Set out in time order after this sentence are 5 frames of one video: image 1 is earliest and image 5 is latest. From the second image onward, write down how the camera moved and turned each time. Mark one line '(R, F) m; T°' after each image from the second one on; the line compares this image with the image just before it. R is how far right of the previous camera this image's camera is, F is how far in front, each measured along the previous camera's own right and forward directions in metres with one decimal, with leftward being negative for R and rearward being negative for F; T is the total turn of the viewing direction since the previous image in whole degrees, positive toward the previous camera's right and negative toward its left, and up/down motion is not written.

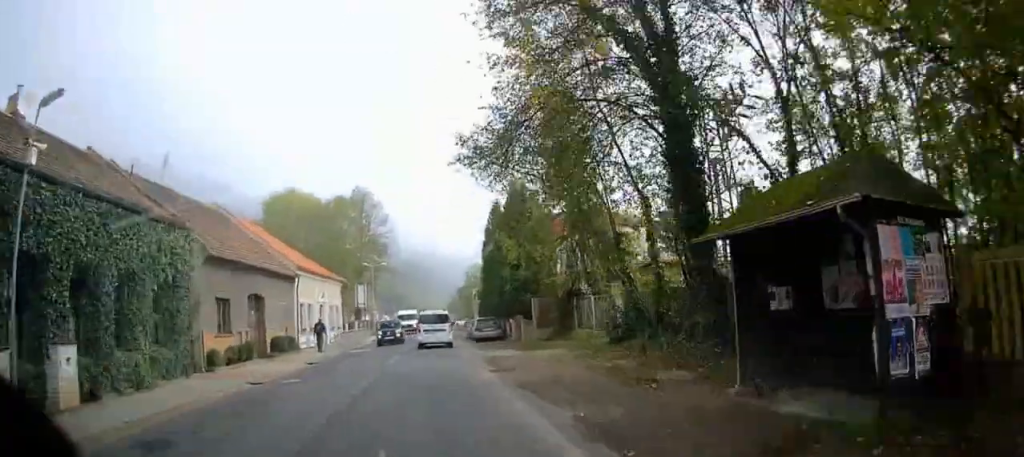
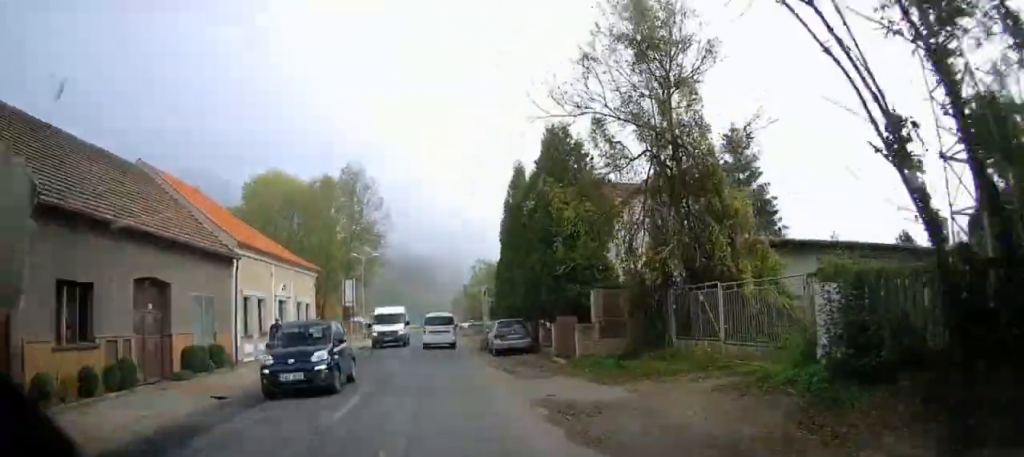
(0.0, +10.4) m; 0°
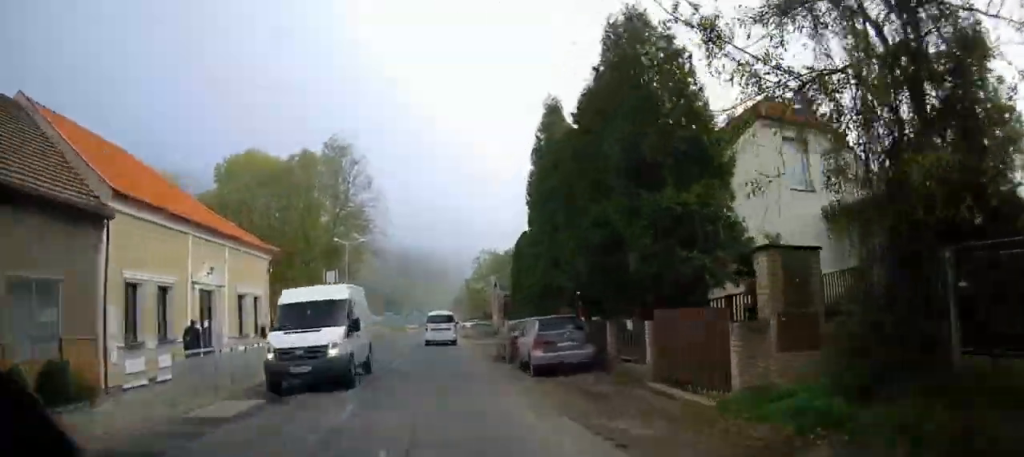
(0.0, +9.5) m; 0°
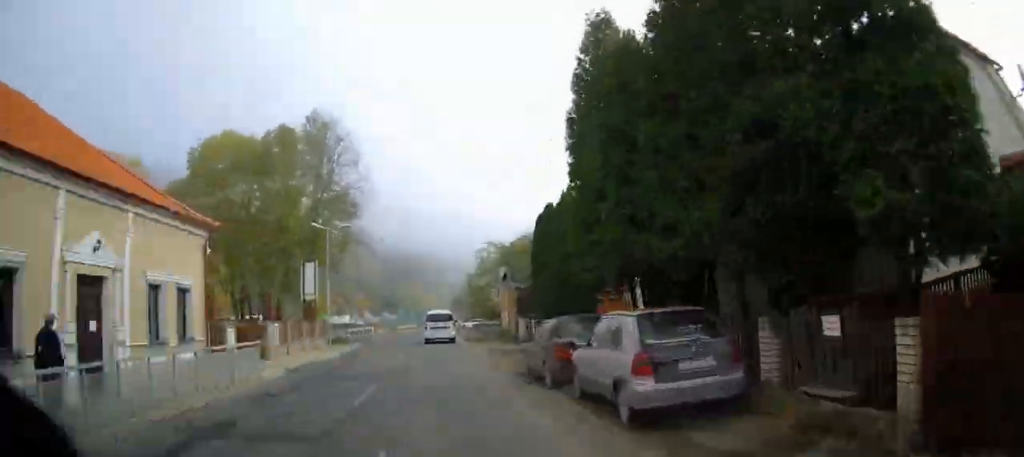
(0.0, +7.1) m; 0°
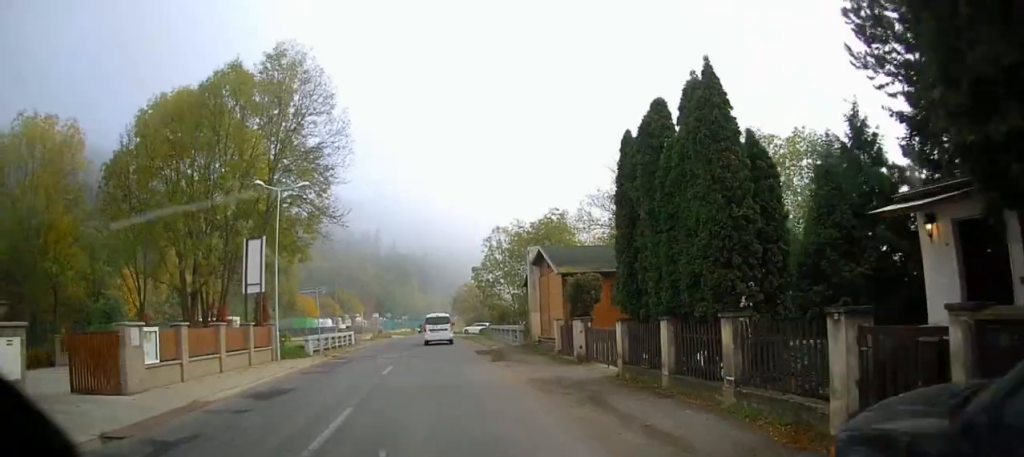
(+0.1, +11.8) m; 0°
